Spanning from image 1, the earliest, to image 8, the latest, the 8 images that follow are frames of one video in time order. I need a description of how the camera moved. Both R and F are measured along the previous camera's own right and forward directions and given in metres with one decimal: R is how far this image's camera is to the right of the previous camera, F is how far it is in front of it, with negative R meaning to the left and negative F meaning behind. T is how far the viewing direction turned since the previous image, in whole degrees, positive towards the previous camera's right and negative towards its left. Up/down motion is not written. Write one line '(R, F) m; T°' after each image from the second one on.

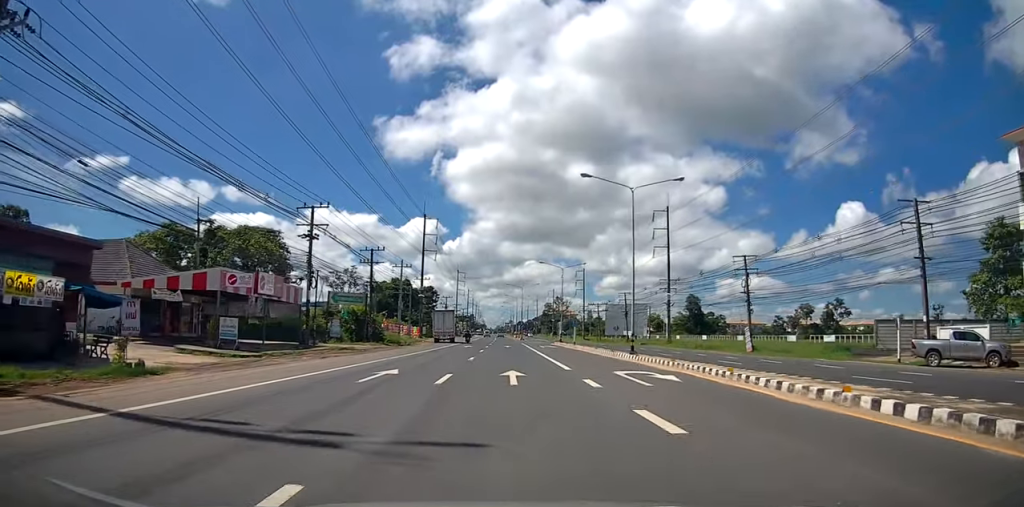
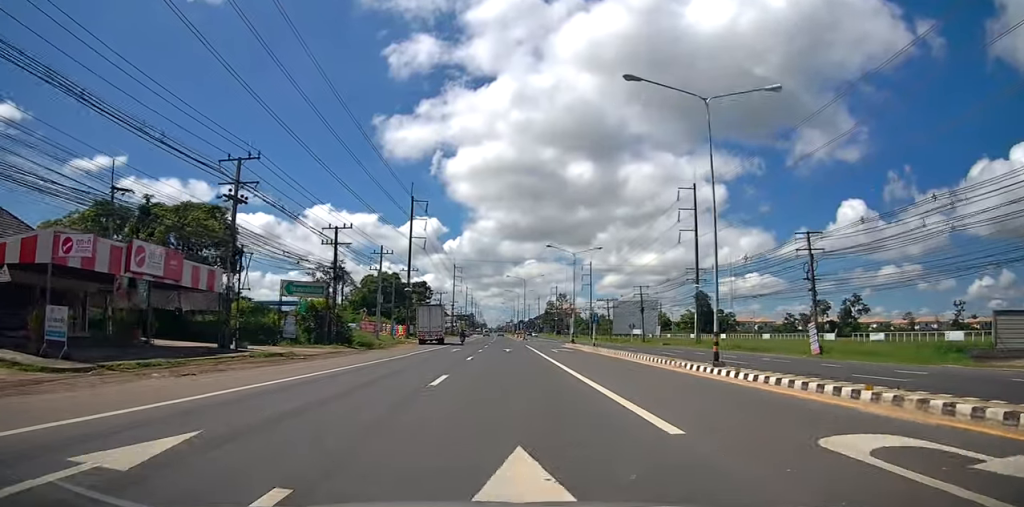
(-0.1, +12.2) m; 0°
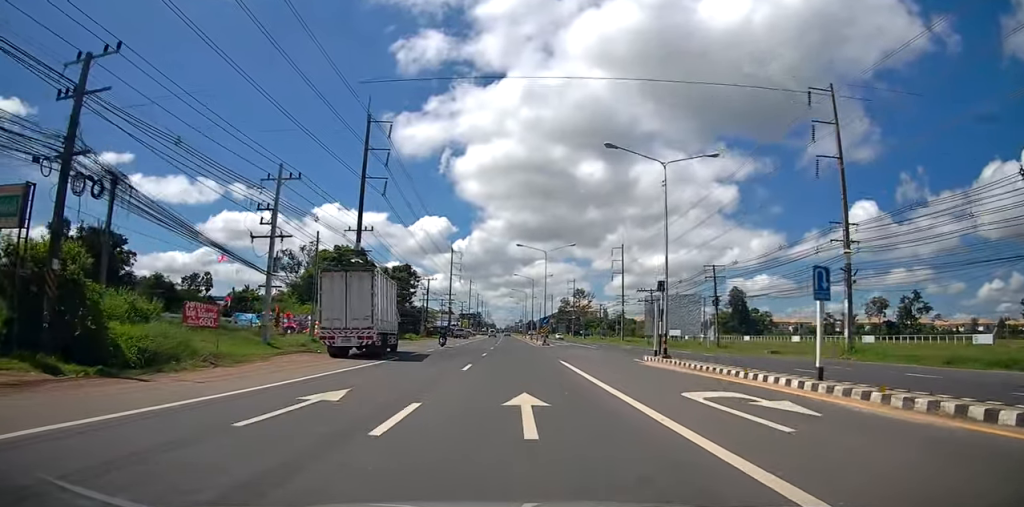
(+0.2, +29.8) m; 0°
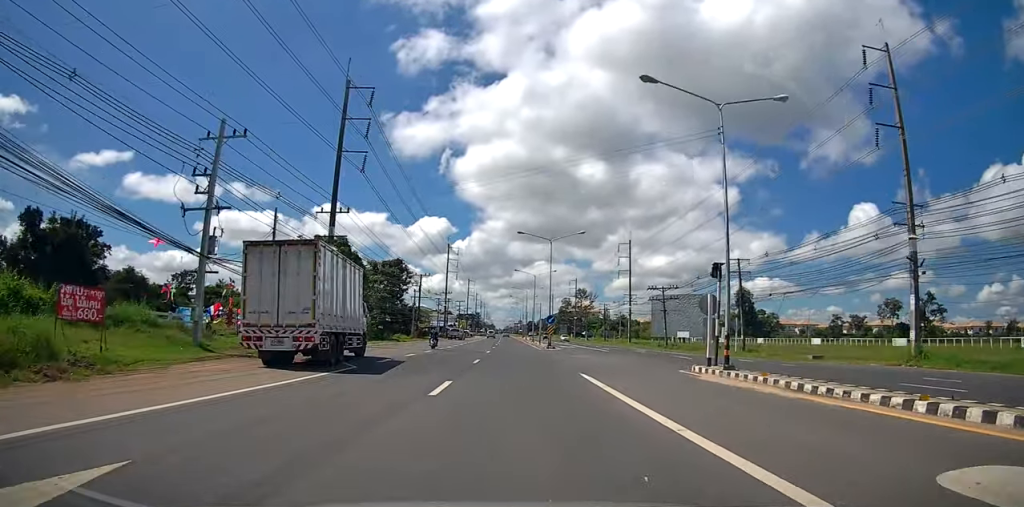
(0.0, +7.1) m; 0°
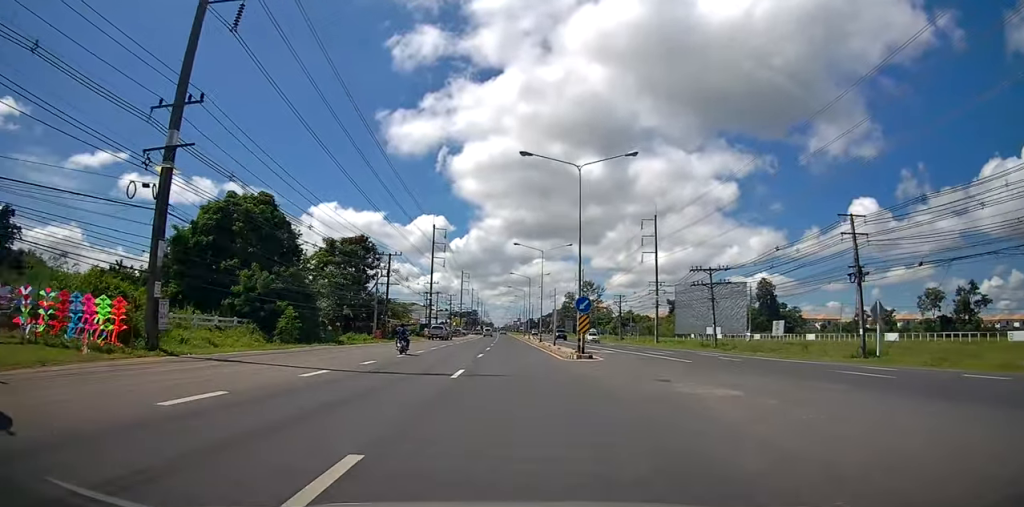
(+0.1, +20.0) m; 0°
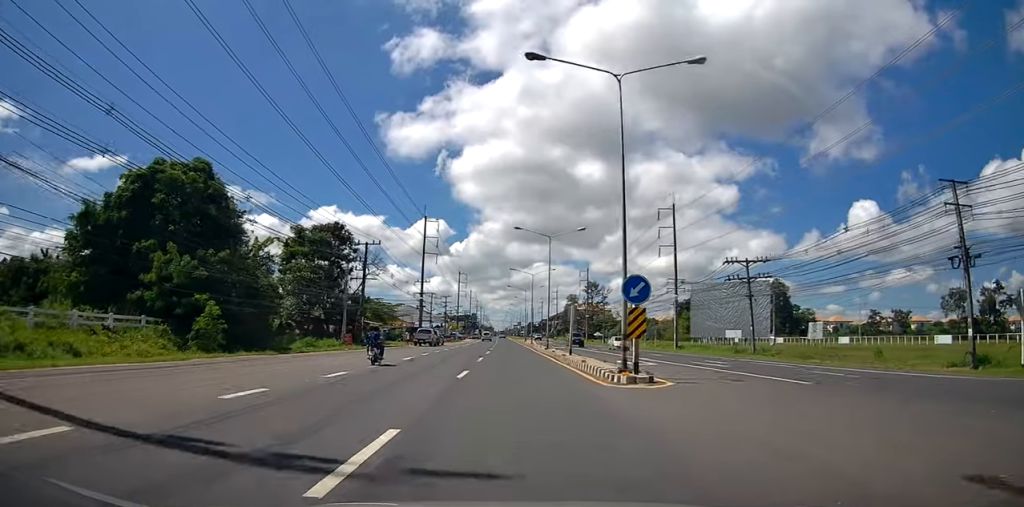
(0.0, +9.9) m; 0°
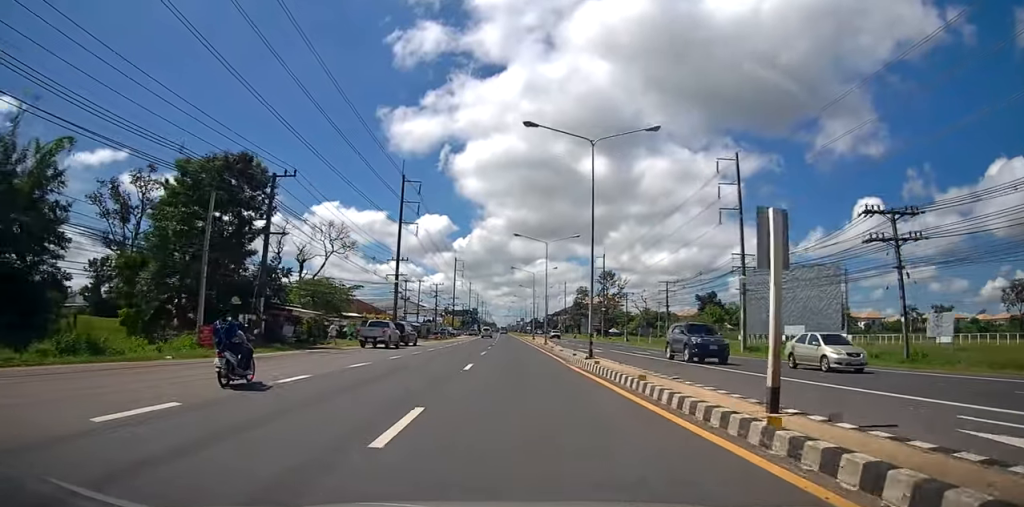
(0.0, +21.1) m; 0°
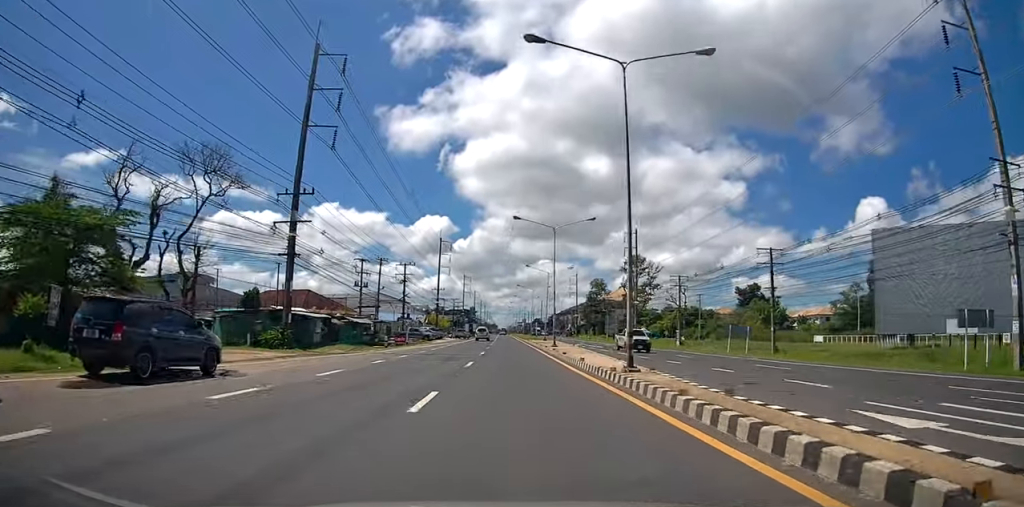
(+0.1, +31.0) m; 0°
